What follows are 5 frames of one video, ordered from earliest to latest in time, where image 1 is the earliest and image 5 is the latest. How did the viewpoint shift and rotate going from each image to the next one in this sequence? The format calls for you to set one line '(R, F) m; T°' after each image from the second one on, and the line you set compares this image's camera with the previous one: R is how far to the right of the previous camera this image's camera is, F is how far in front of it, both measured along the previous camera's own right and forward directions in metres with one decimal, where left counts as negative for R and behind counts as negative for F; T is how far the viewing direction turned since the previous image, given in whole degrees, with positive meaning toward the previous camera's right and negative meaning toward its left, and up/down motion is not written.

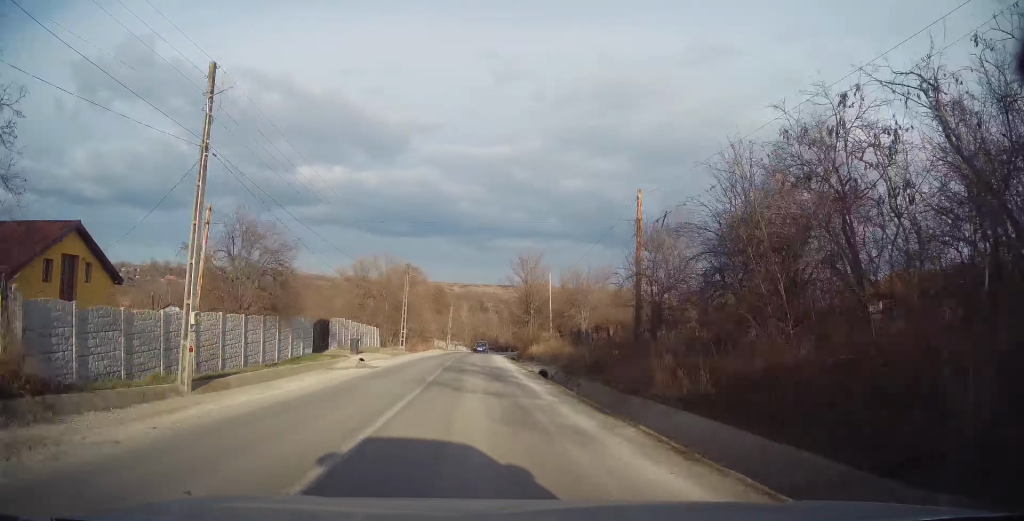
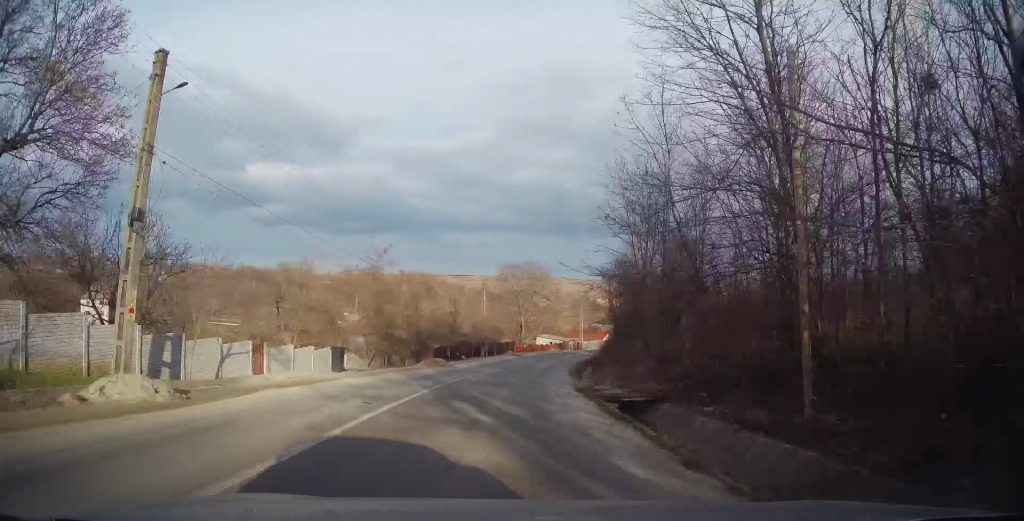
(+2.0, +79.5) m; +7°
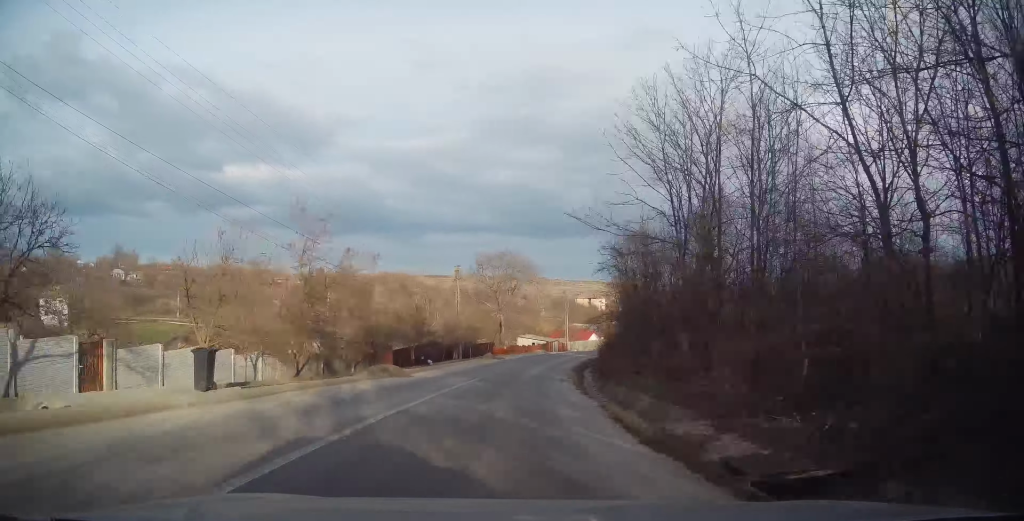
(-0.2, +8.6) m; +2°
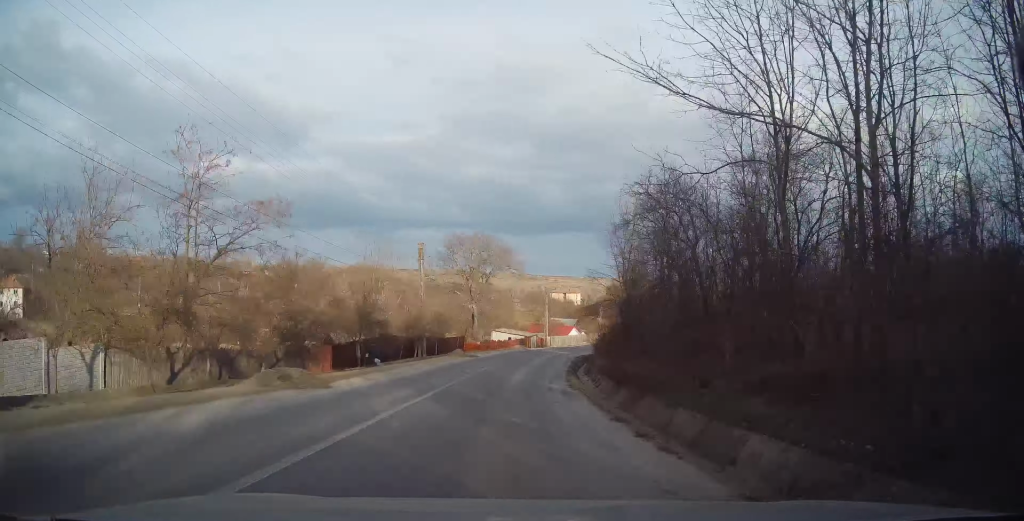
(+0.5, +8.5) m; +2°
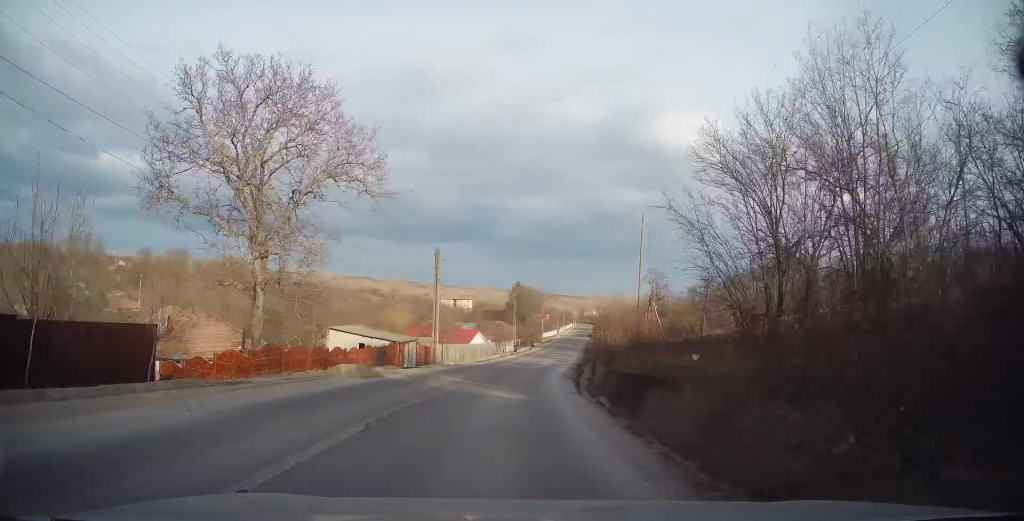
(+3.3, +35.7) m; +11°
